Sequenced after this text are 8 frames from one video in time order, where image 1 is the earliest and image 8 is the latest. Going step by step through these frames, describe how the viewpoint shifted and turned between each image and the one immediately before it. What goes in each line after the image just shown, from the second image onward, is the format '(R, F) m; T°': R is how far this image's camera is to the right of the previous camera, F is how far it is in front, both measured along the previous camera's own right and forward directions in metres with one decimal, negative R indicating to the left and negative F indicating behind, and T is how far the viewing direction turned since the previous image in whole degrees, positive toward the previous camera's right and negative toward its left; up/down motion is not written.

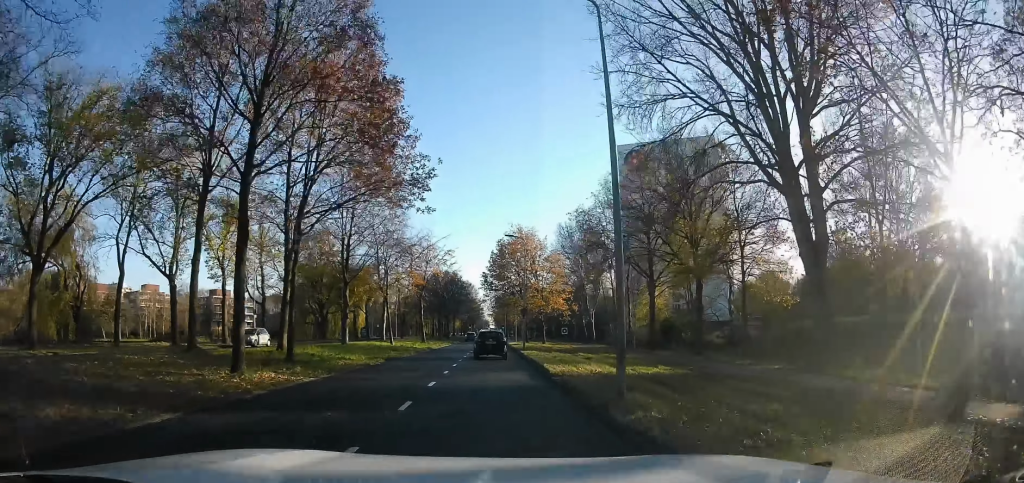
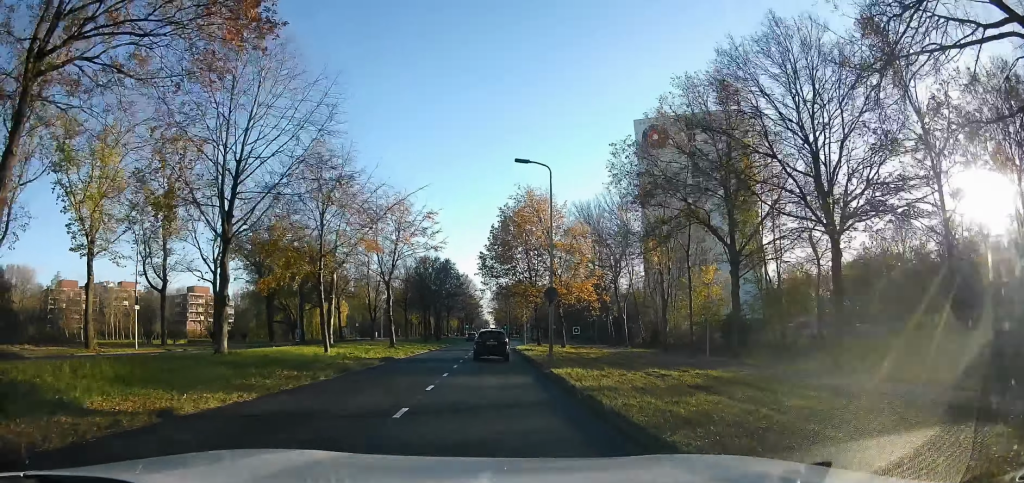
(-0.1, +17.3) m; 0°
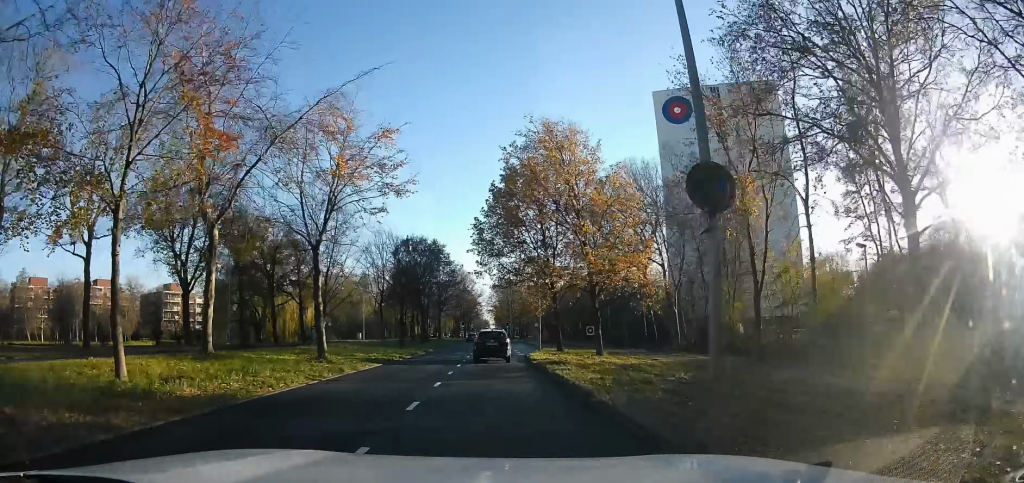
(0.0, +15.6) m; +1°
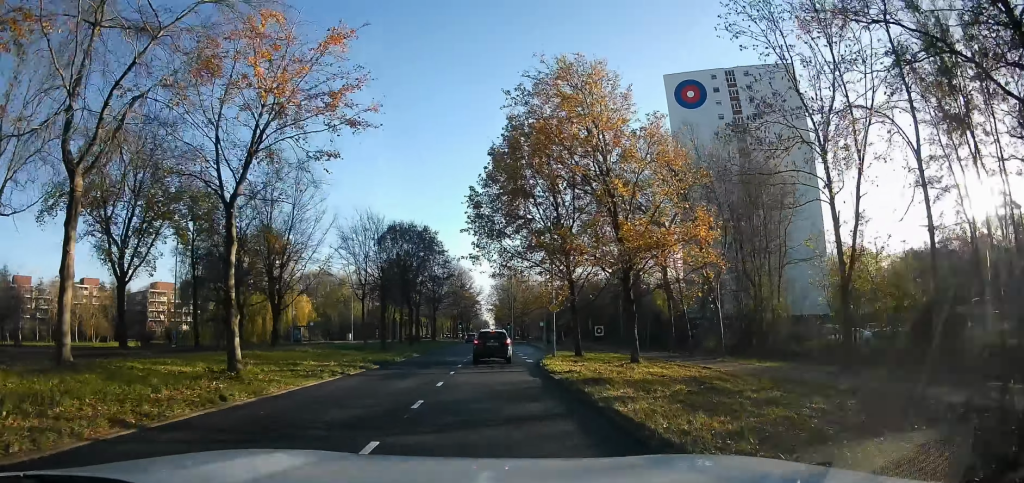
(0.0, +7.6) m; +1°
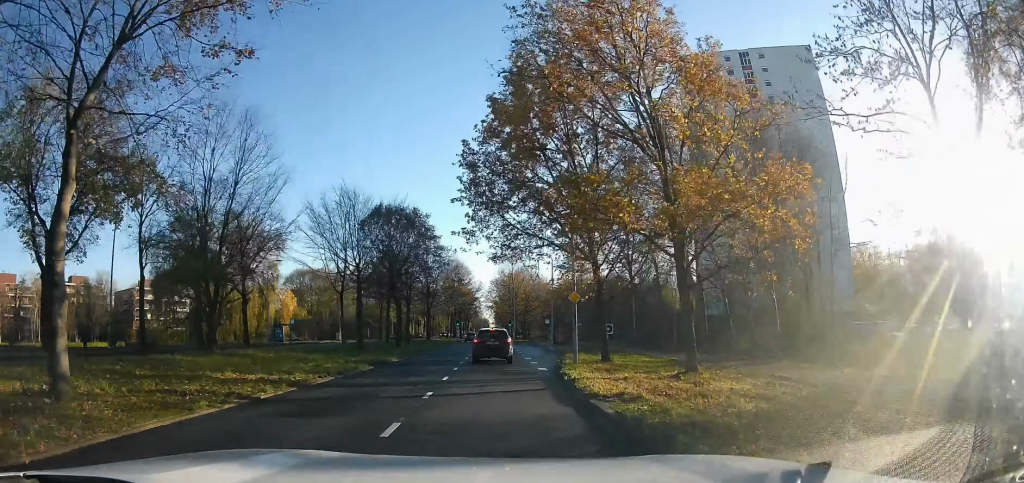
(+0.1, +6.5) m; +1°
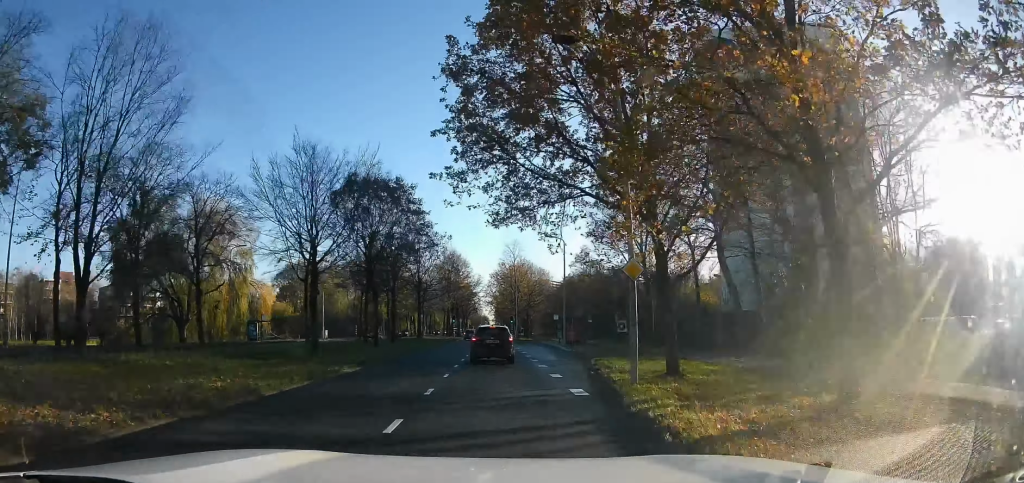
(+0.1, +7.7) m; 0°
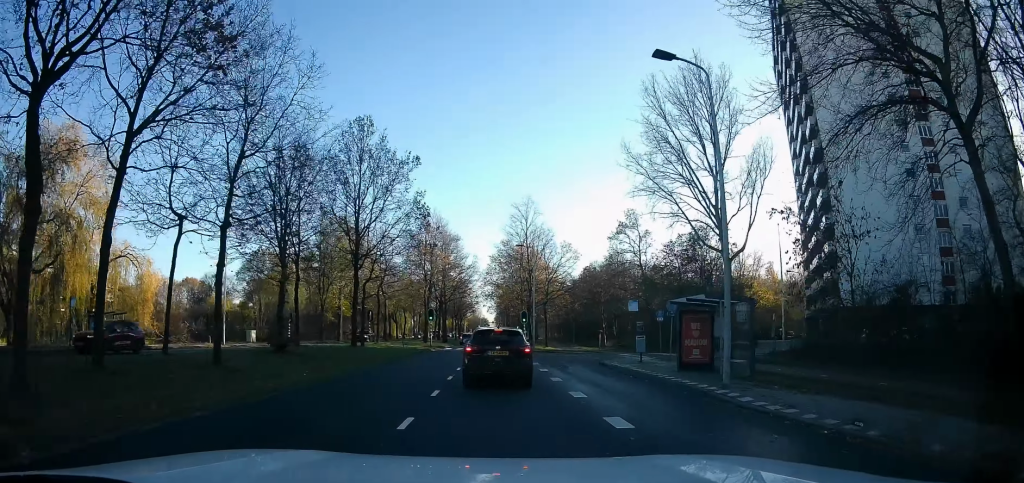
(-1.0, +33.9) m; -1°
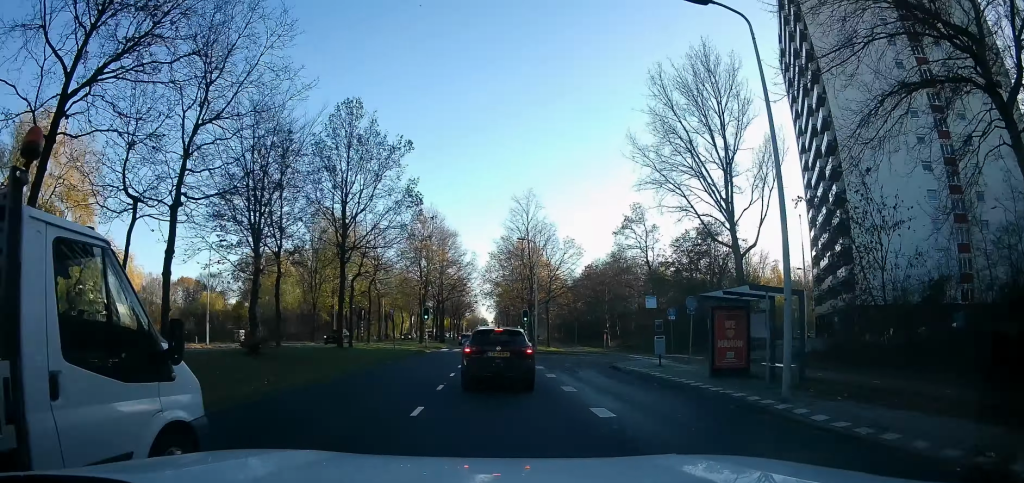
(+0.1, +3.0) m; +3°
